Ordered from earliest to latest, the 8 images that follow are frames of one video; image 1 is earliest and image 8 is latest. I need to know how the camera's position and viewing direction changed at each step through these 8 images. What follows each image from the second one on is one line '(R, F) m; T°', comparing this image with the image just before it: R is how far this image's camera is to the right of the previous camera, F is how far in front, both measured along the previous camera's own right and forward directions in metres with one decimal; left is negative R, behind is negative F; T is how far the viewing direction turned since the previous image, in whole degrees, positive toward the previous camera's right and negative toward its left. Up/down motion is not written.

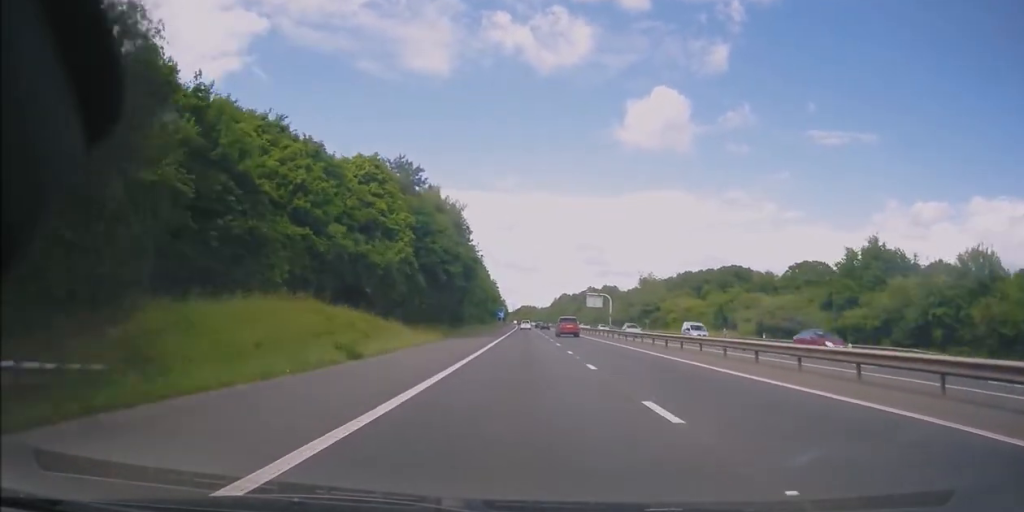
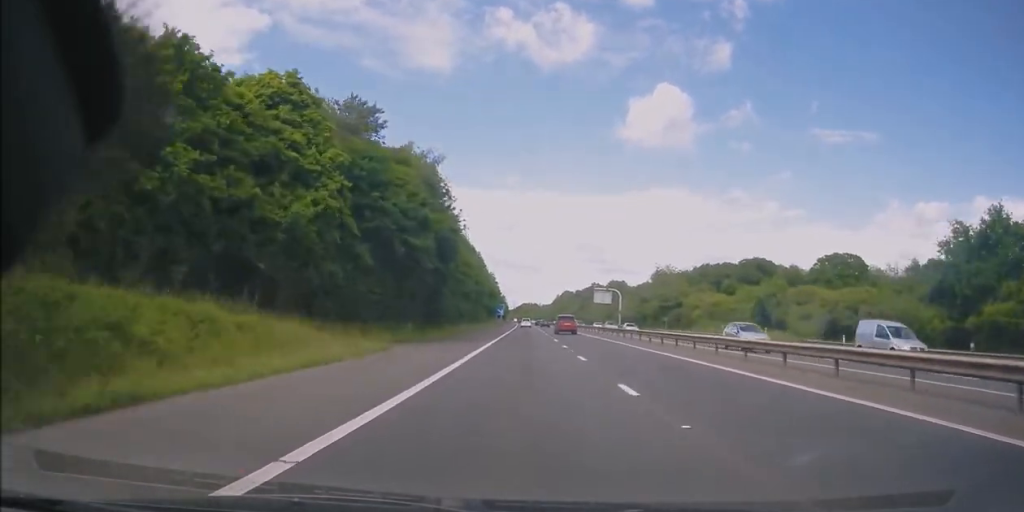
(+0.2, +14.9) m; 0°
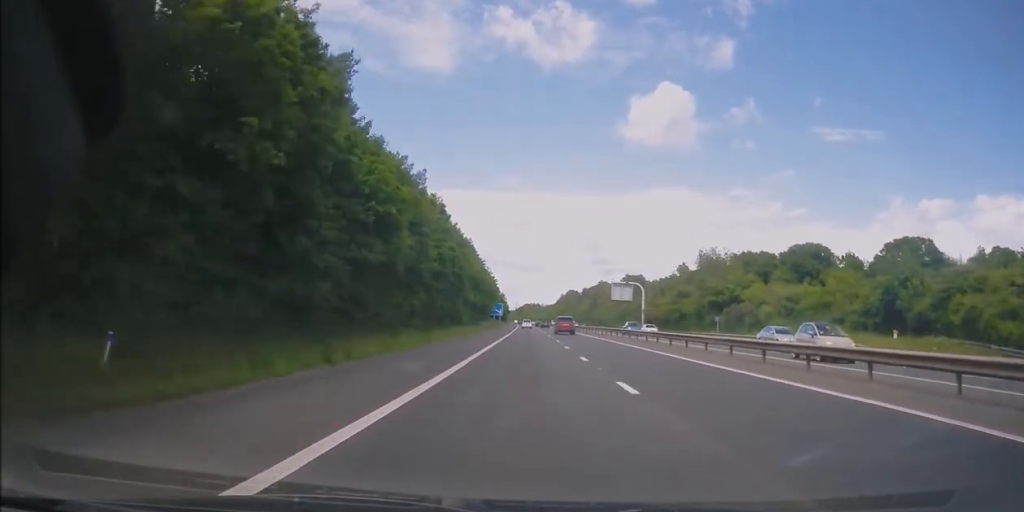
(+0.3, +27.0) m; 0°
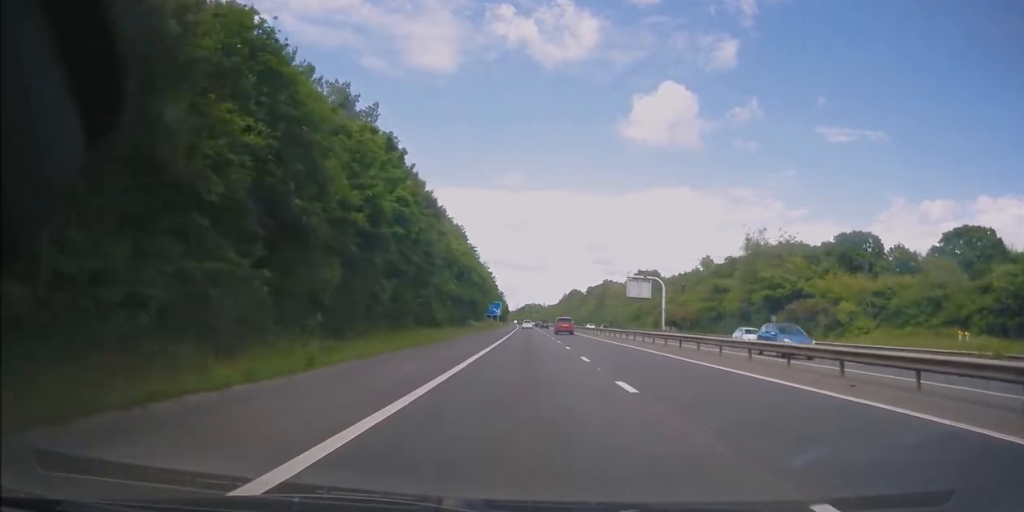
(+0.1, +17.7) m; -1°
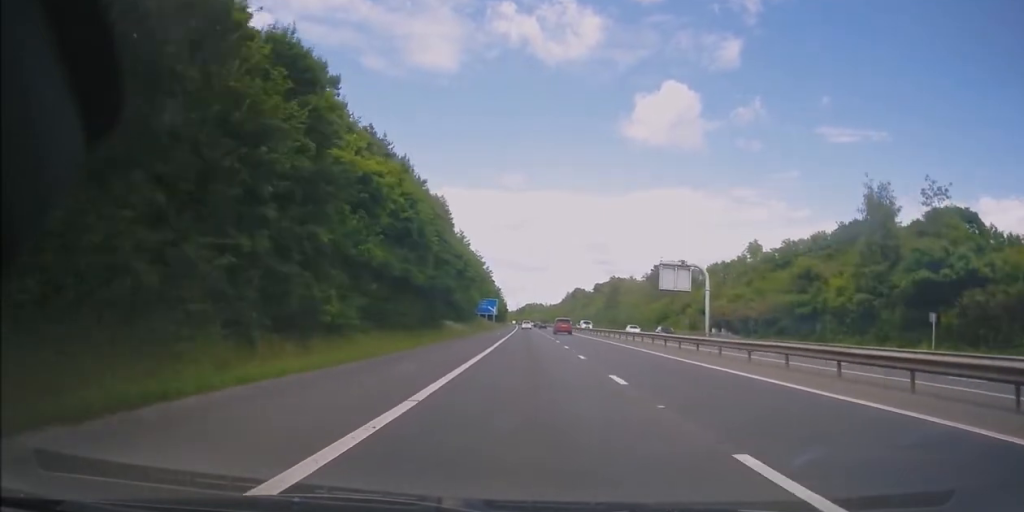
(-0.5, +25.2) m; -1°
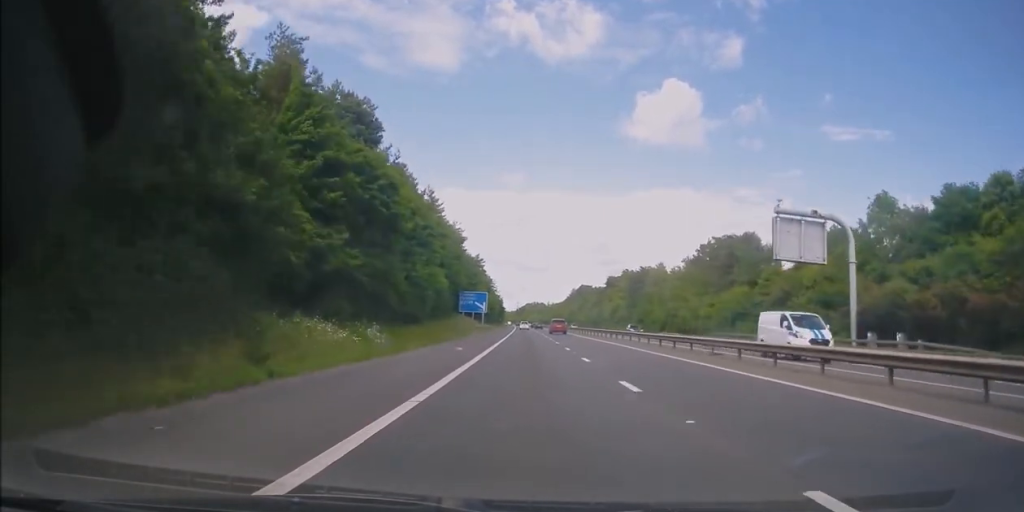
(+0.3, +37.2) m; +1°
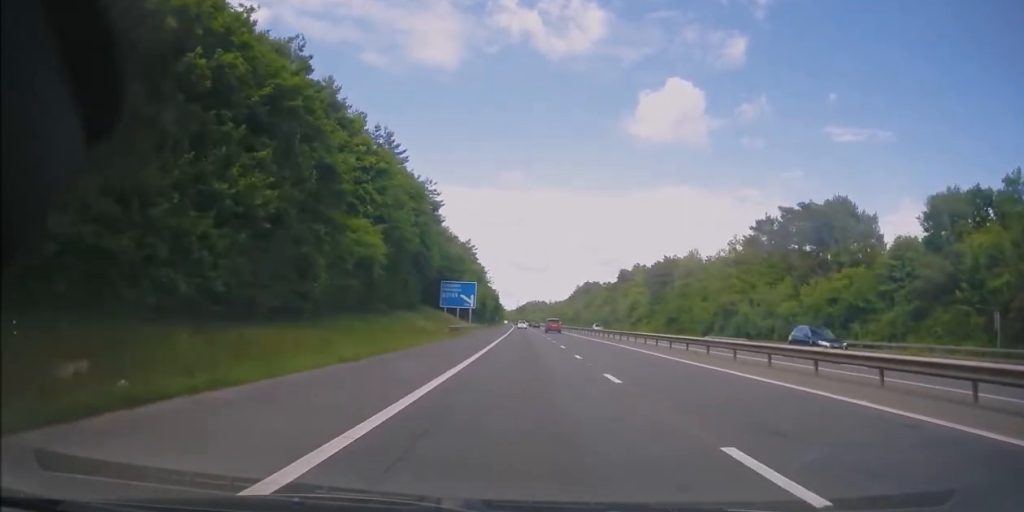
(0.0, +25.3) m; 0°
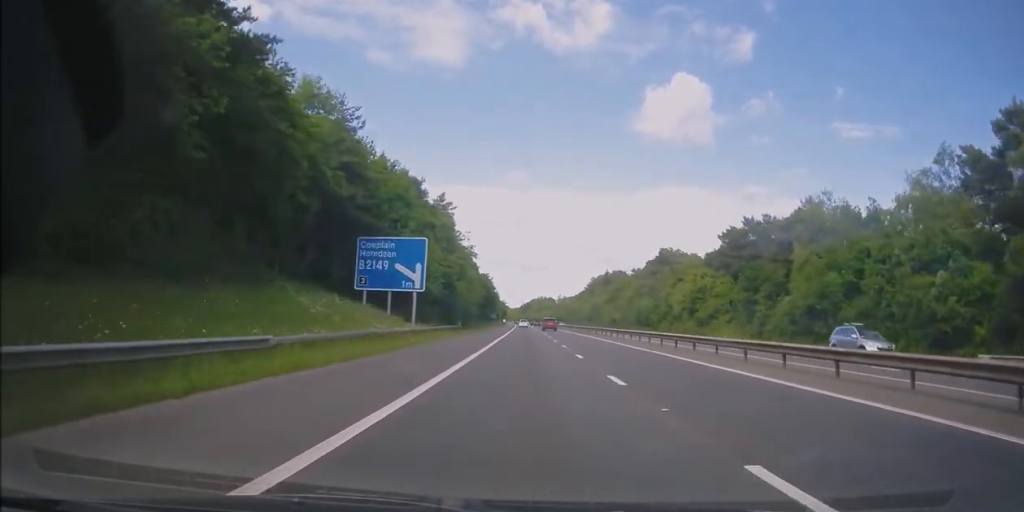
(0.0, +46.1) m; -1°
